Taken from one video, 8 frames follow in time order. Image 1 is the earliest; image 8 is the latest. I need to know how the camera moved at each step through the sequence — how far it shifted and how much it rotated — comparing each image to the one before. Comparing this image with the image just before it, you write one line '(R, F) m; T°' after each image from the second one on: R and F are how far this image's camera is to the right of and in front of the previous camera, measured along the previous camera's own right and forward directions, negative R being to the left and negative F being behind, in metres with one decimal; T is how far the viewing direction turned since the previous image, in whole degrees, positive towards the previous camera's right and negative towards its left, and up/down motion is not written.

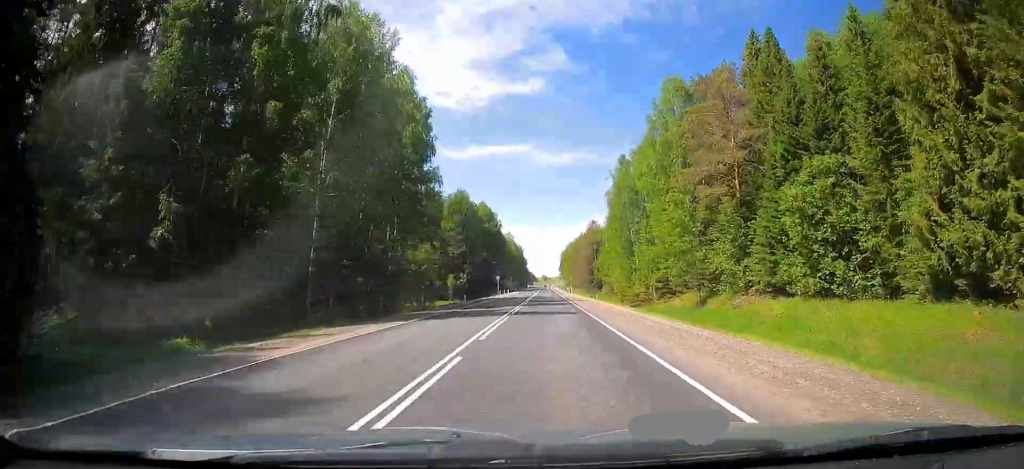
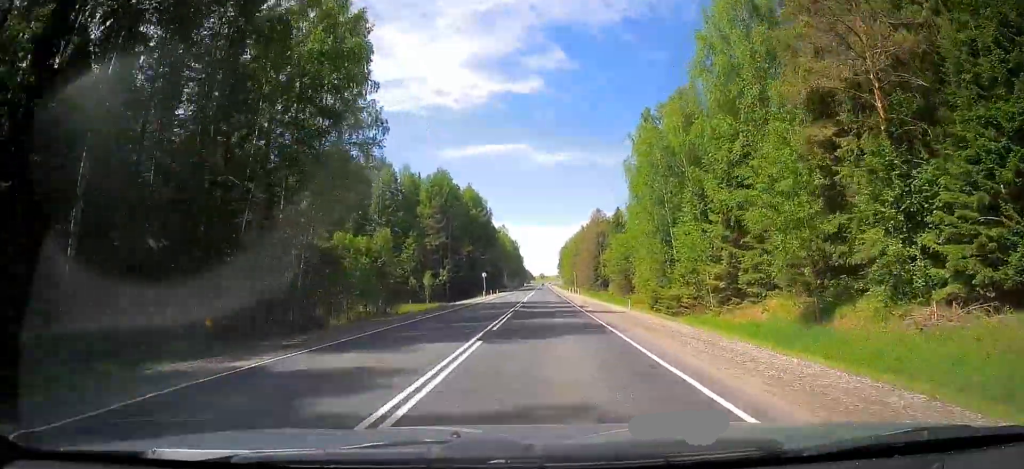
(-0.2, +20.7) m; 0°
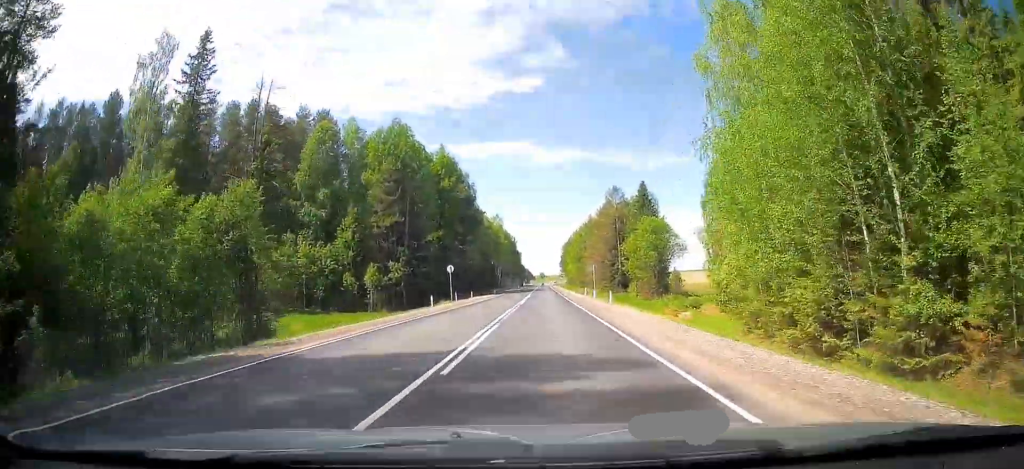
(-0.1, +31.3) m; 0°
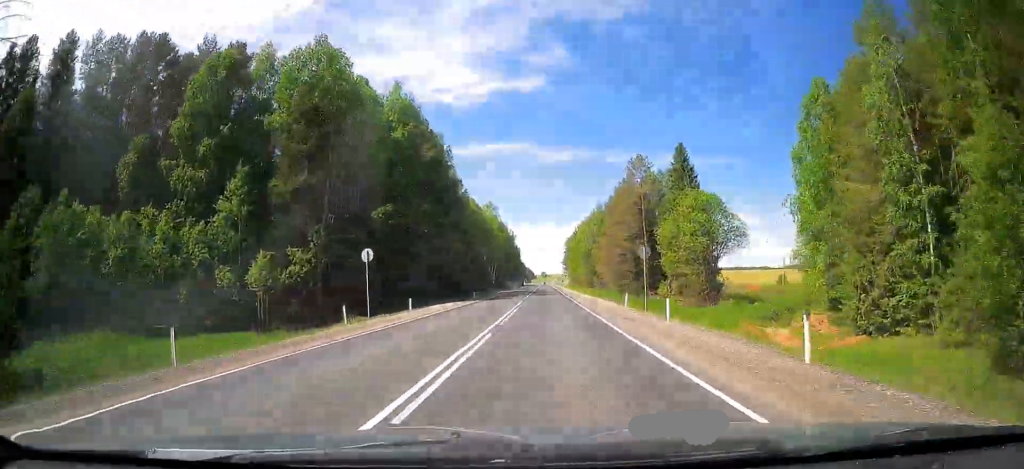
(+0.2, +26.4) m; +1°
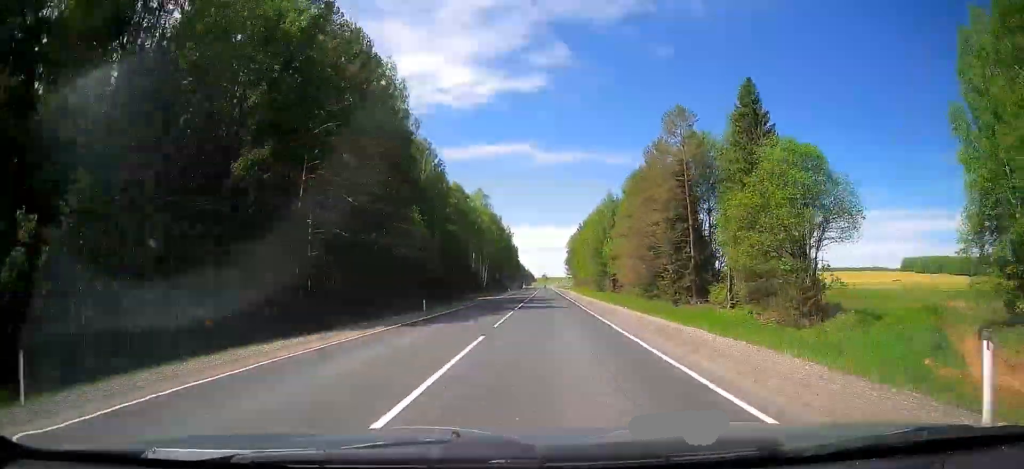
(0.0, +24.4) m; +1°
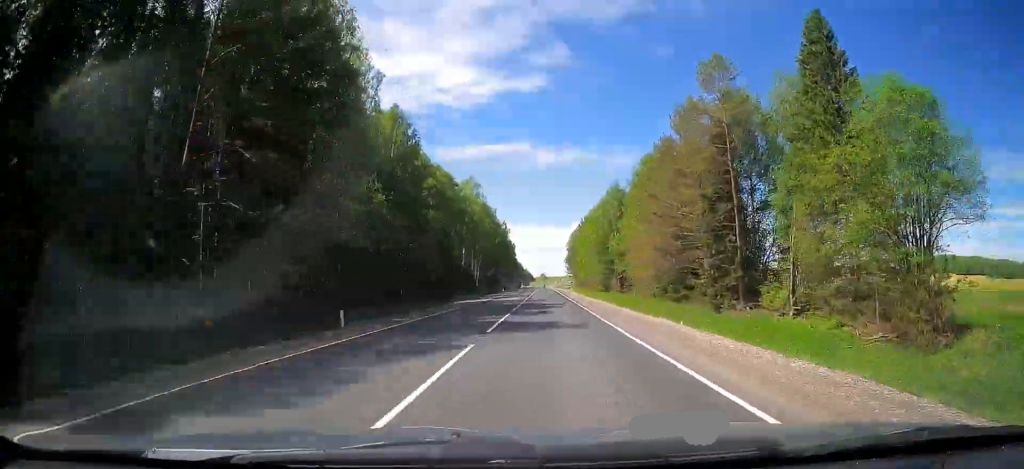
(+0.2, +13.8) m; 0°
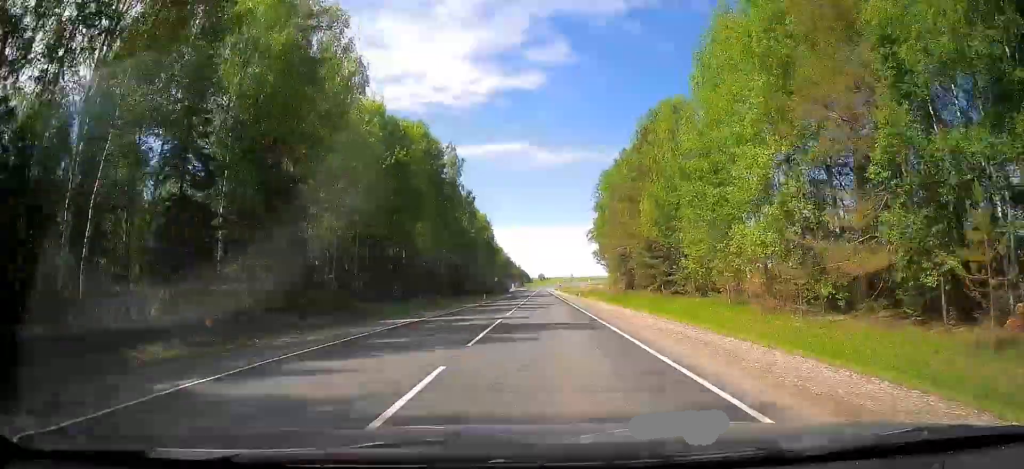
(-1.2, +110.1) m; -1°
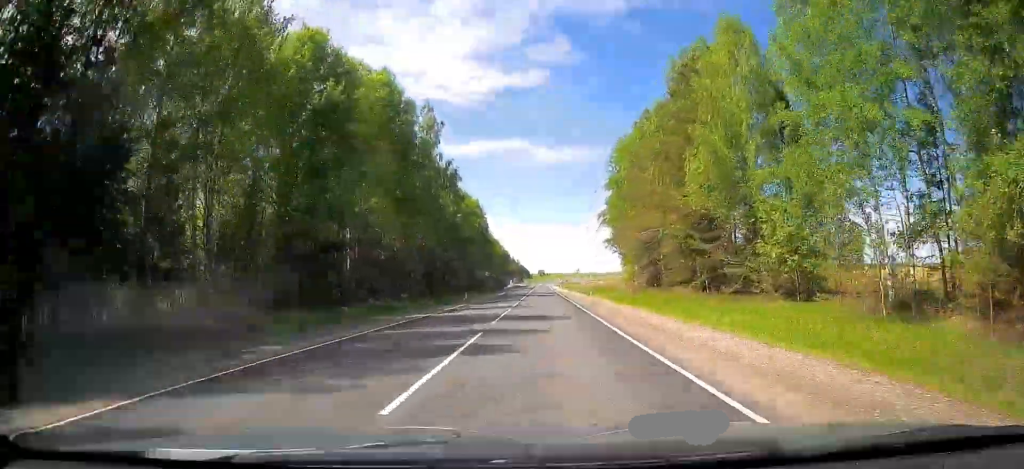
(0.0, +18.0) m; 0°
